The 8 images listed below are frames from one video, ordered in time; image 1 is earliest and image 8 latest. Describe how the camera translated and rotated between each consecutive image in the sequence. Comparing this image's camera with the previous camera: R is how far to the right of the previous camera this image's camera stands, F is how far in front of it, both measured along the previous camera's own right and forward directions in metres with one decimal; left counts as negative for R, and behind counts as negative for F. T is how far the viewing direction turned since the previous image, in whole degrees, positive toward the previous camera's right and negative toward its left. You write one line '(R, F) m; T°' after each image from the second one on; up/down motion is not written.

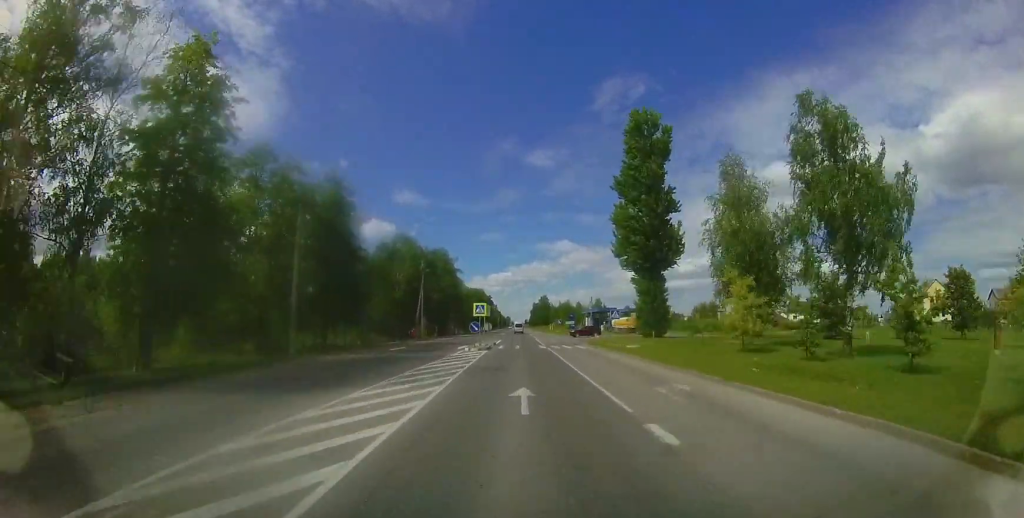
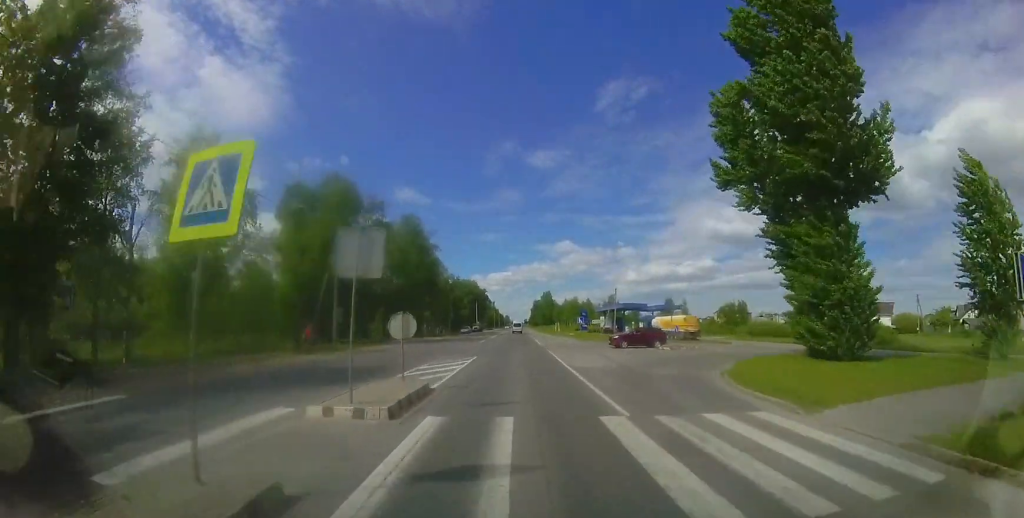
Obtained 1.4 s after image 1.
(-0.1, +25.2) m; 0°
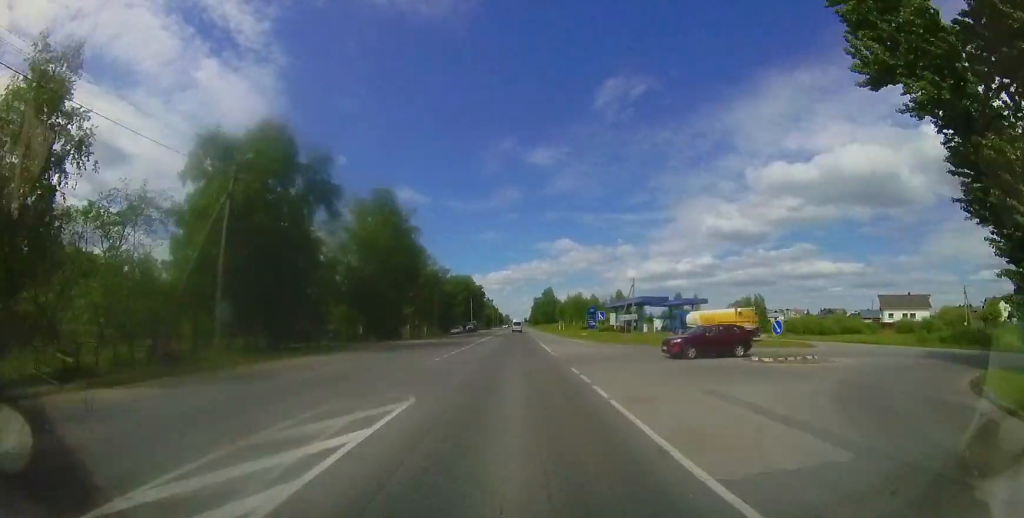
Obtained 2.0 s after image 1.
(+0.2, +11.7) m; 0°
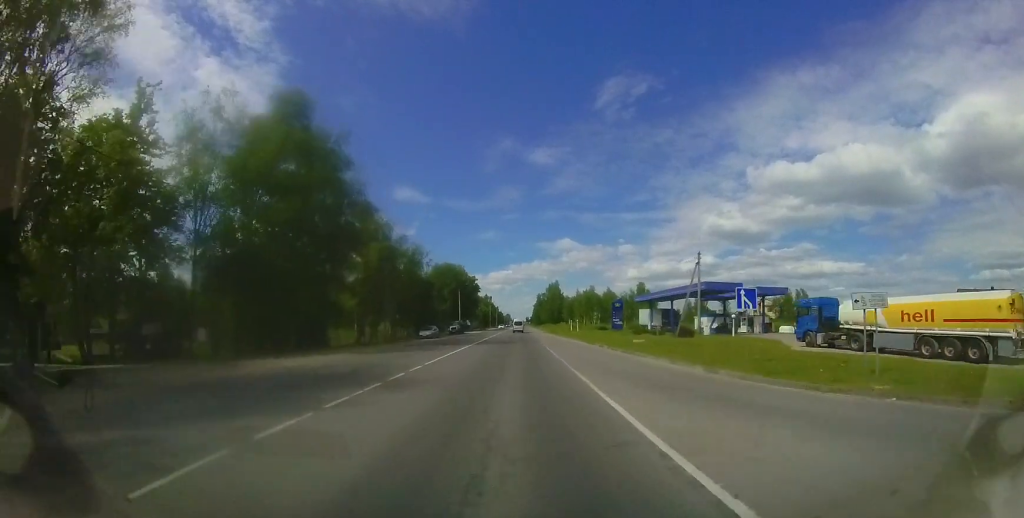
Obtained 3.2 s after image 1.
(-0.4, +23.0) m; -1°
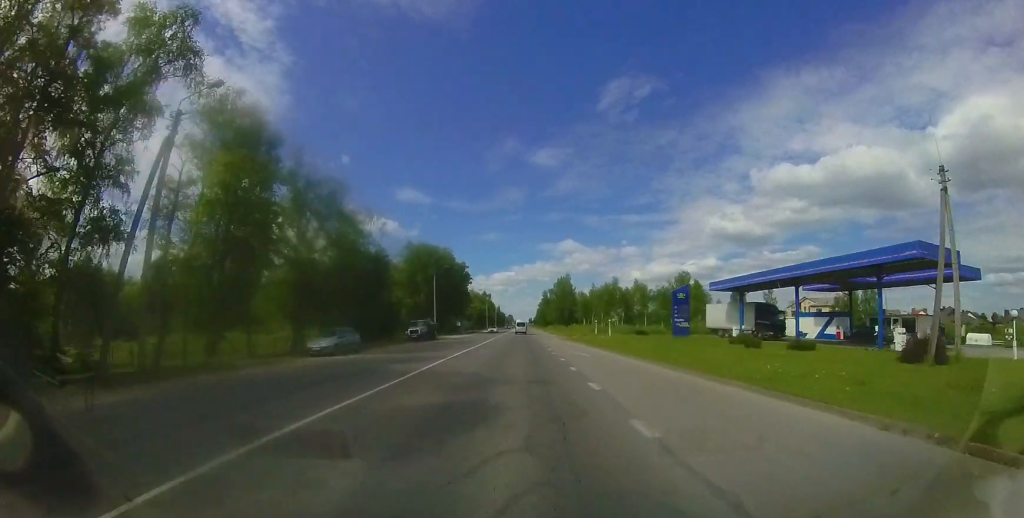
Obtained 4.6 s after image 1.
(+0.3, +26.4) m; 0°
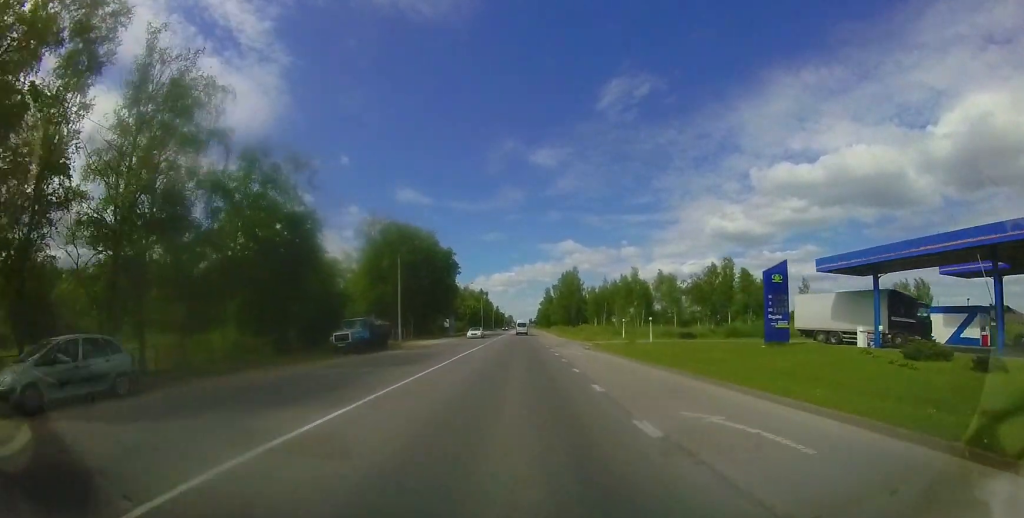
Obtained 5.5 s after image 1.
(0.0, +16.6) m; 0°
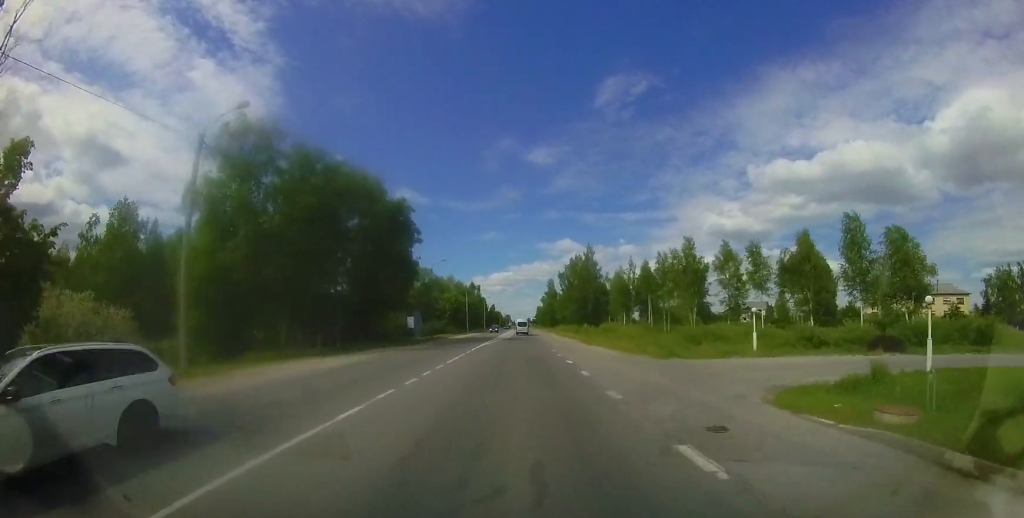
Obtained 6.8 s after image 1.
(+0.4, +25.9) m; +1°
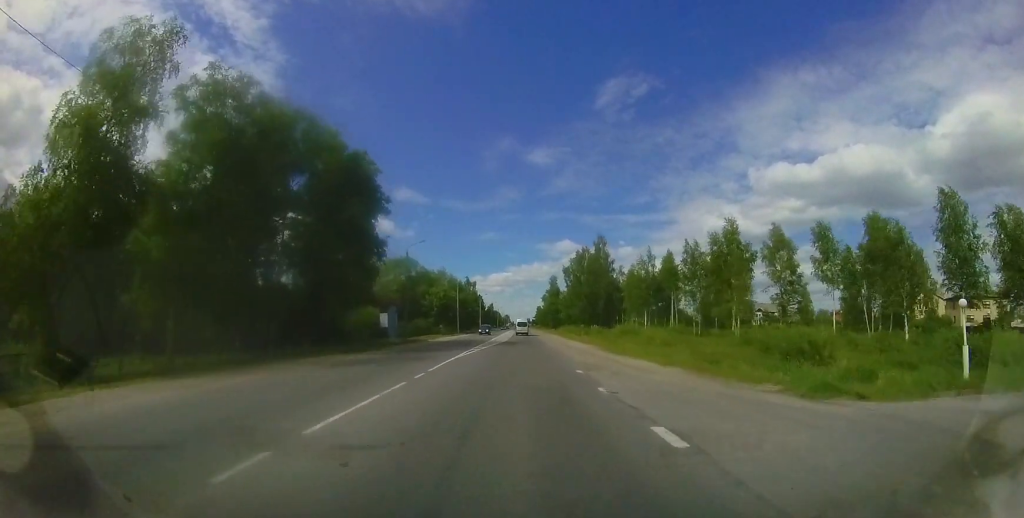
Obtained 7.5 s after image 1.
(0.0, +11.7) m; 0°
